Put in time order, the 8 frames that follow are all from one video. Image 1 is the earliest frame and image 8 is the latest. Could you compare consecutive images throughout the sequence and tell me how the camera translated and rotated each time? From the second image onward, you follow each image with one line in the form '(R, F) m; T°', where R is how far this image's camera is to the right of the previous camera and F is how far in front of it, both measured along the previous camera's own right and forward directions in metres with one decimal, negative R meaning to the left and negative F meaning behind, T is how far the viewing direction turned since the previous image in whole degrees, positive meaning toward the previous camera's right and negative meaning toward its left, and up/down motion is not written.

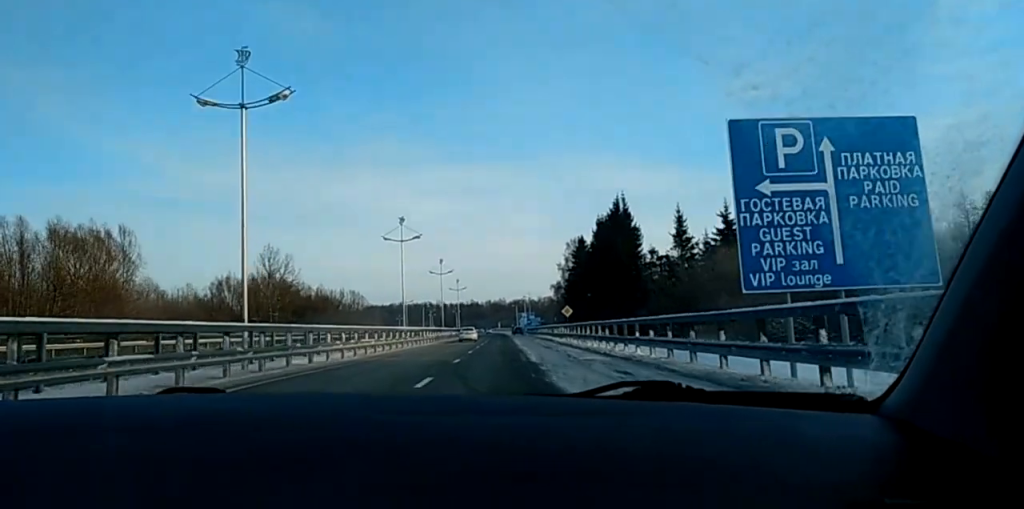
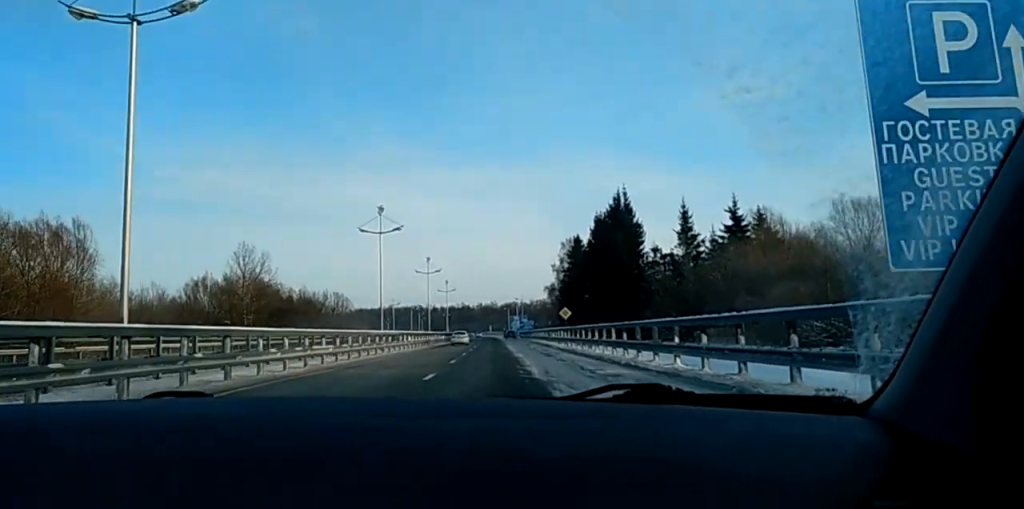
(-0.1, +8.8) m; -1°
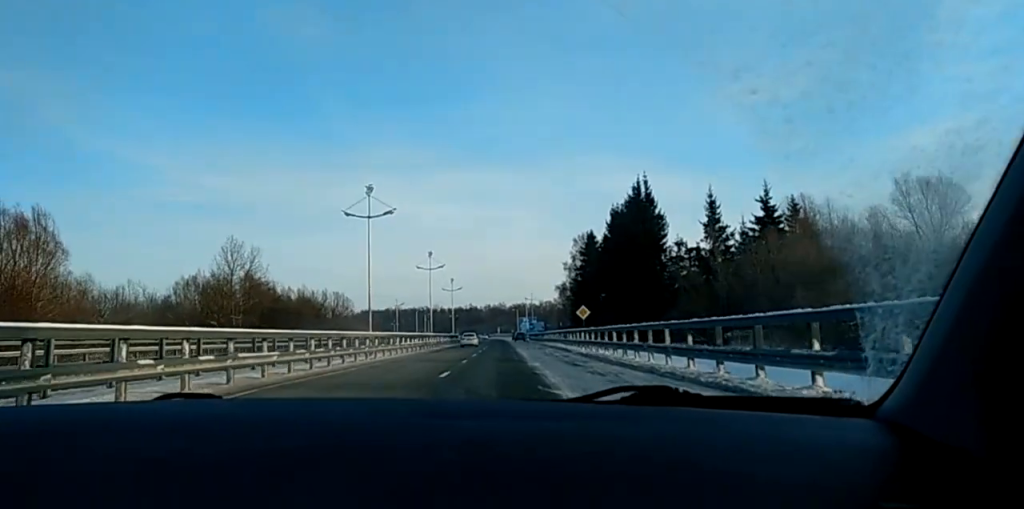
(0.0, +9.6) m; -1°
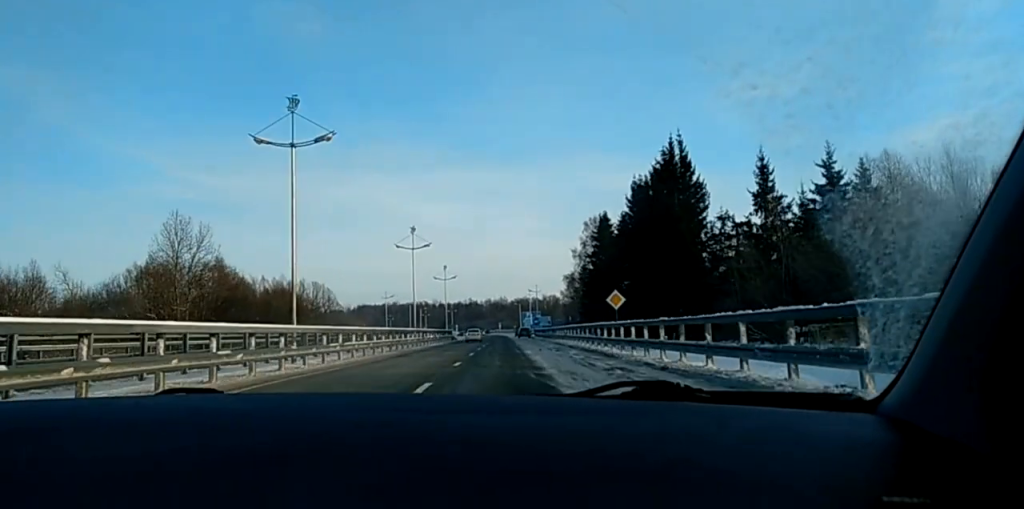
(-0.3, +19.7) m; -1°
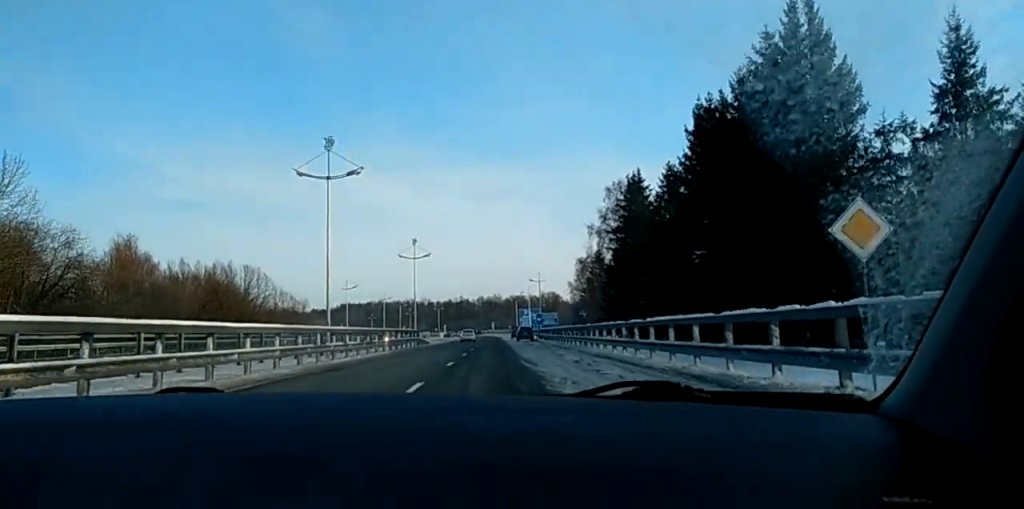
(0.0, +35.1) m; +1°
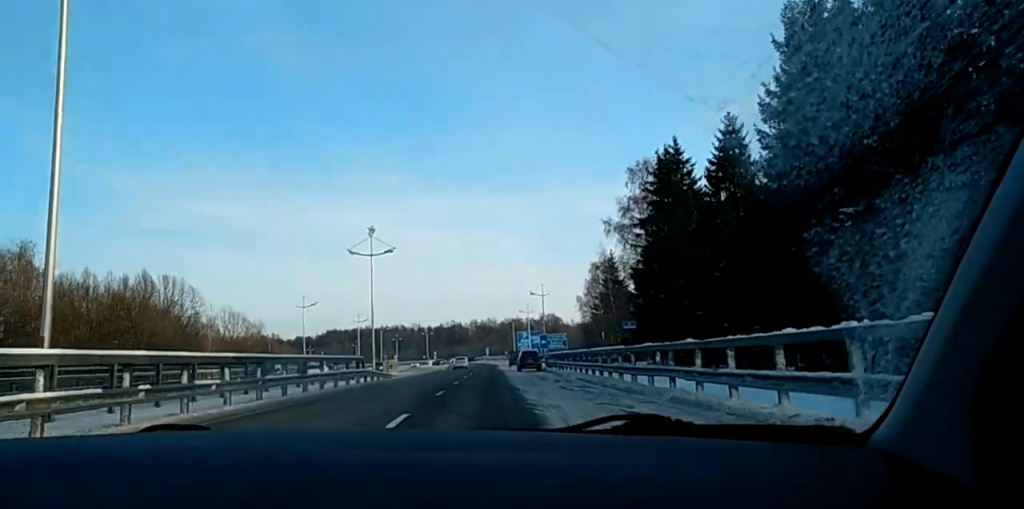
(+0.3, +25.3) m; +2°
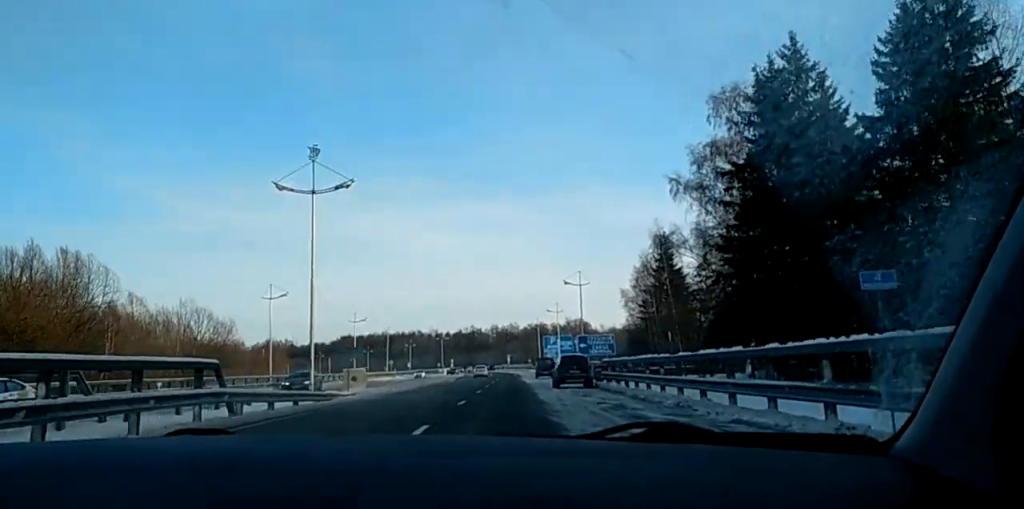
(+0.3, +26.0) m; -1°
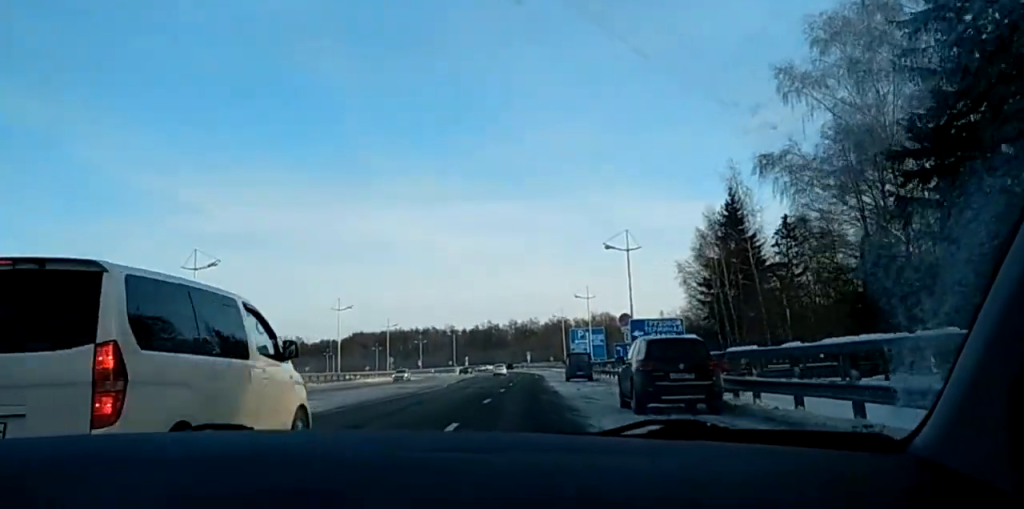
(-0.7, +24.0) m; +1°
